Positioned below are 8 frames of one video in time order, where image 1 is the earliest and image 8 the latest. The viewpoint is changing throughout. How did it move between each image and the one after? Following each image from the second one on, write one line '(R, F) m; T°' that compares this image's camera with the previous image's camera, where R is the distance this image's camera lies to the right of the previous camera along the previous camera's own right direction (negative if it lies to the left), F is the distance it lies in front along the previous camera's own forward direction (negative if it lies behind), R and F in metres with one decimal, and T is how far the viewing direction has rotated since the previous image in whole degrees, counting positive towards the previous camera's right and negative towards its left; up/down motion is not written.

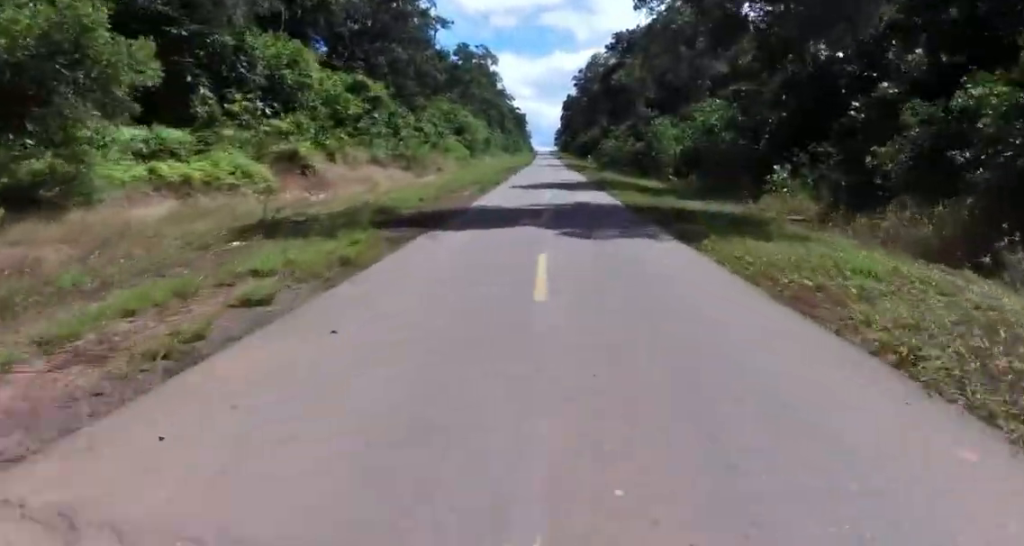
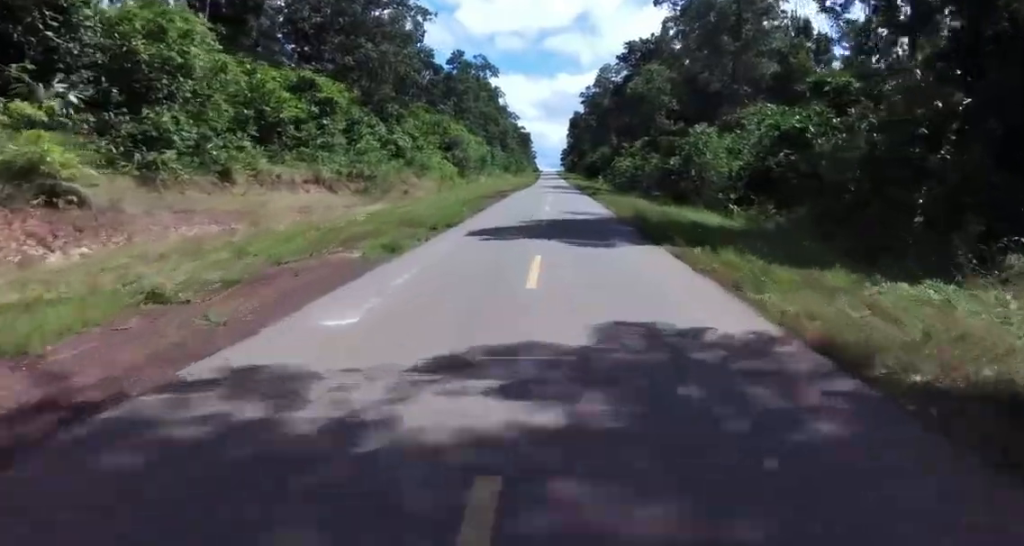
(+0.8, +15.5) m; +3°
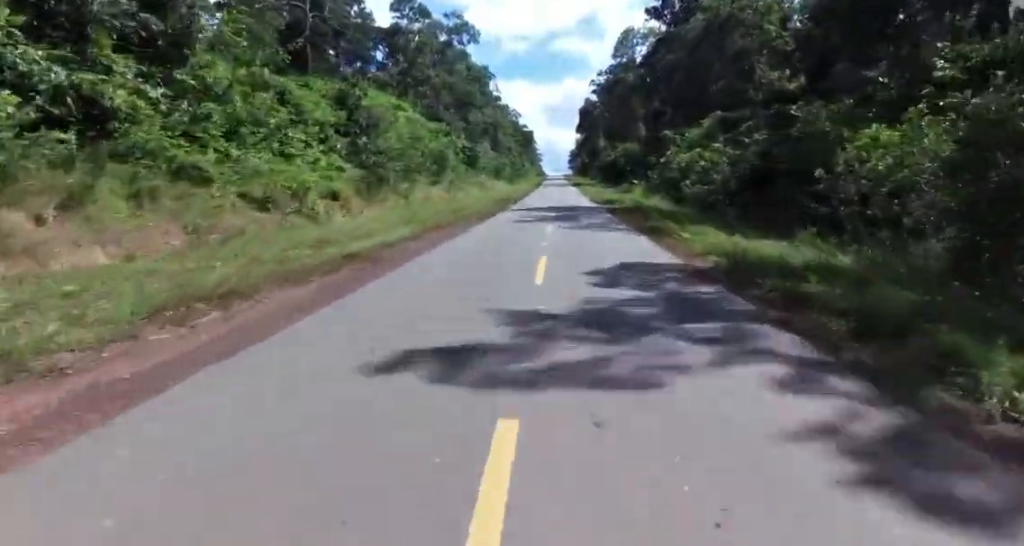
(0.0, +42.3) m; 0°
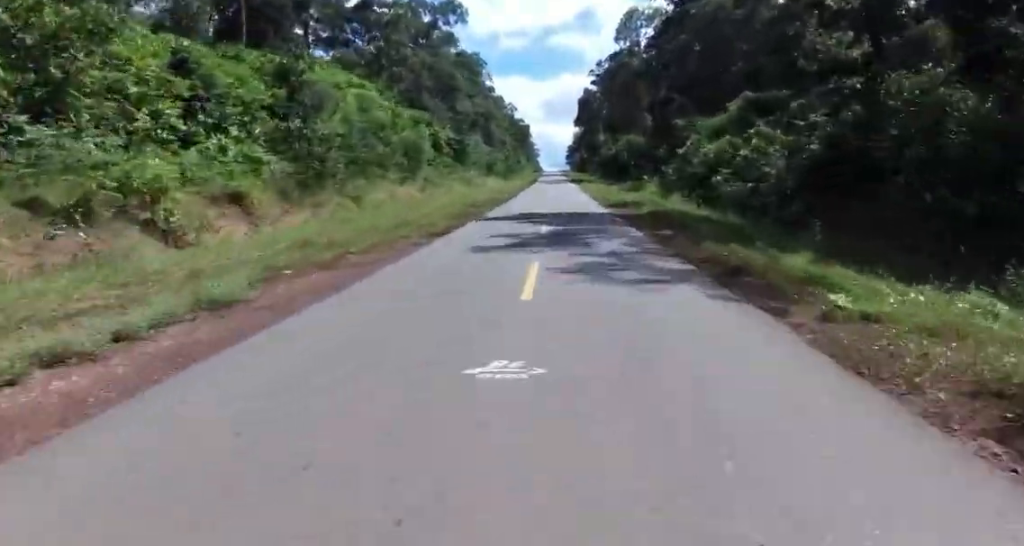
(0.0, +9.8) m; 0°
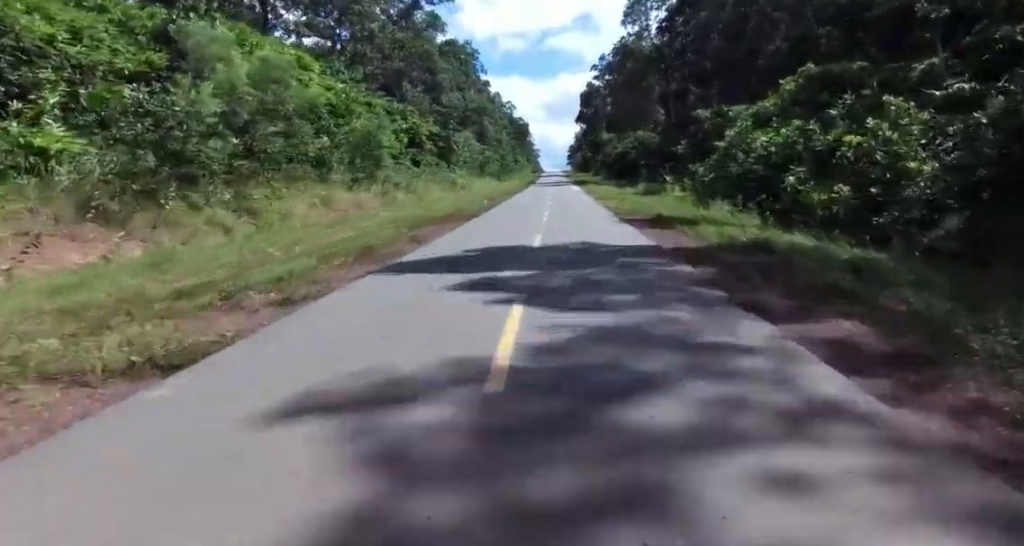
(0.0, +12.3) m; -2°
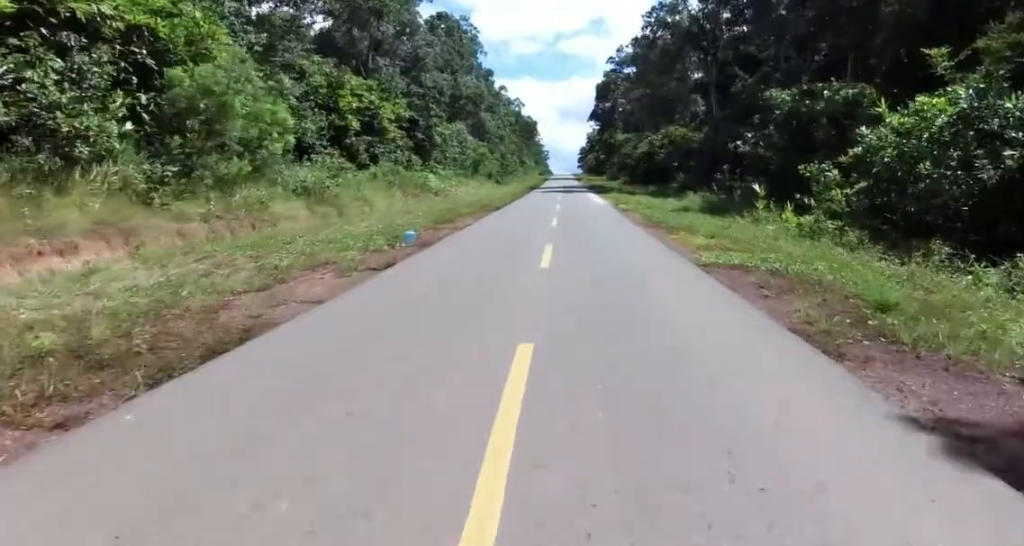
(-0.7, +18.6) m; -2°
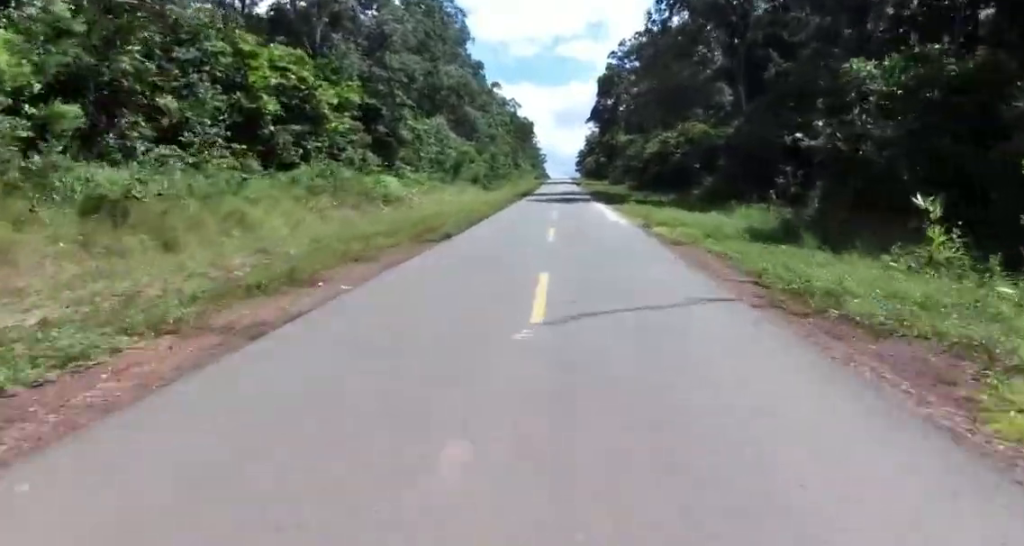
(-0.1, +12.2) m; +1°
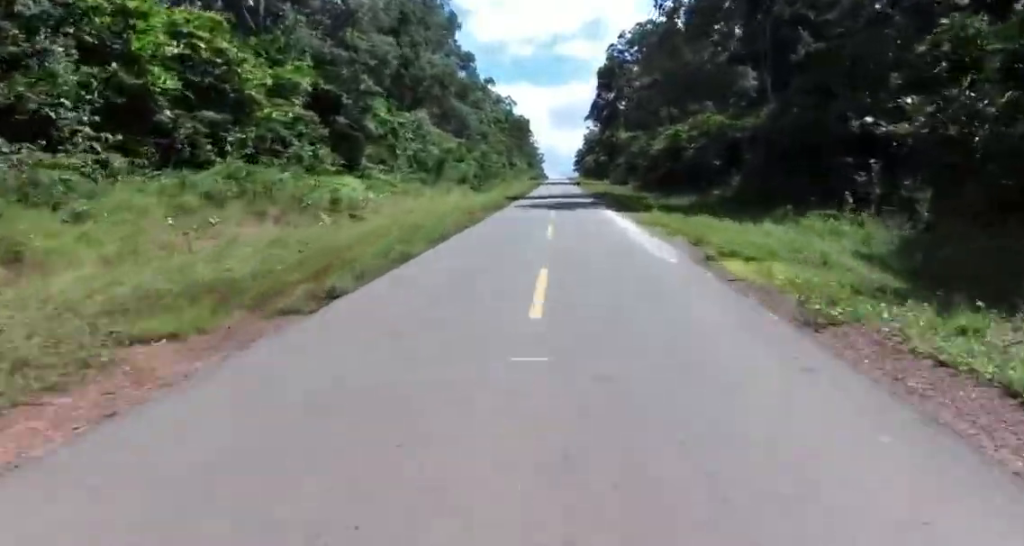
(+0.4, +9.0) m; +1°
